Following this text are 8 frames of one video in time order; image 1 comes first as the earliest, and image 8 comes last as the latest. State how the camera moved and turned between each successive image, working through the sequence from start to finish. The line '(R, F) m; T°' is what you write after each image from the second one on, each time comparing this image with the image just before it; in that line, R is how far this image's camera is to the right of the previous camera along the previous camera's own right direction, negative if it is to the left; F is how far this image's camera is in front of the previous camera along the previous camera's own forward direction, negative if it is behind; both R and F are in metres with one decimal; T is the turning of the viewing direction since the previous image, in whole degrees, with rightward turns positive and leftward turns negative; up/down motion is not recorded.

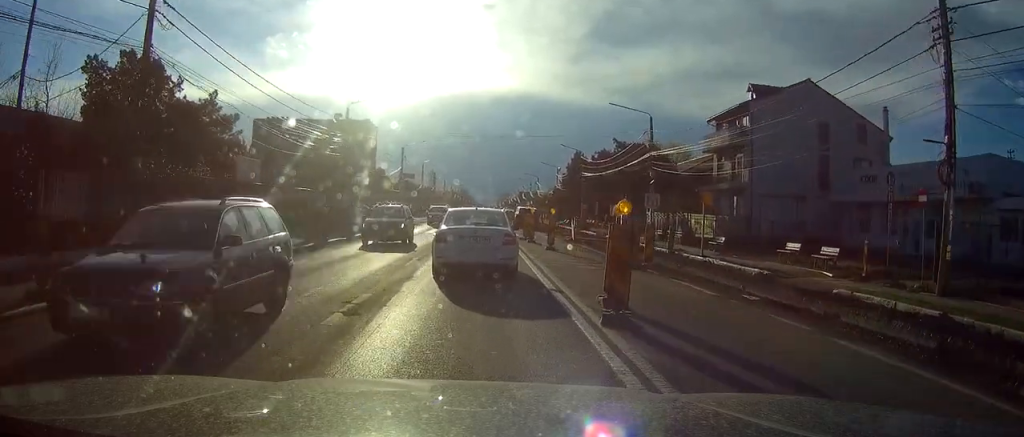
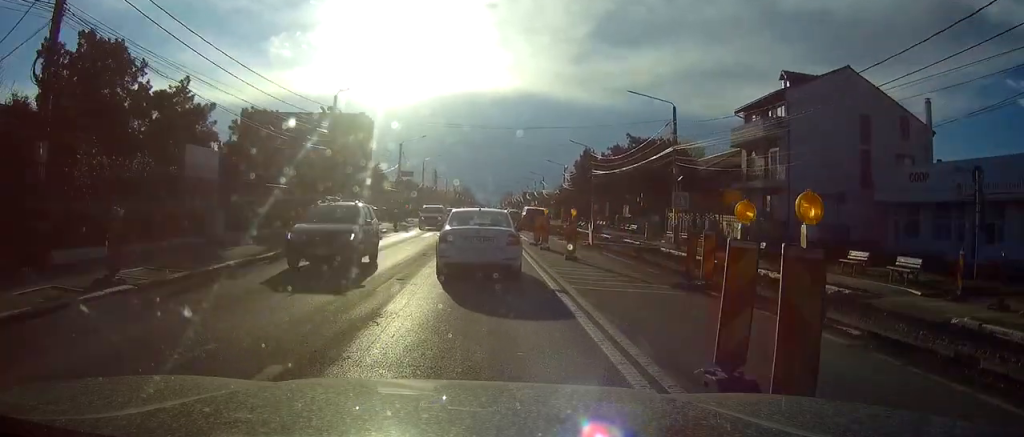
(0.0, +5.3) m; 0°
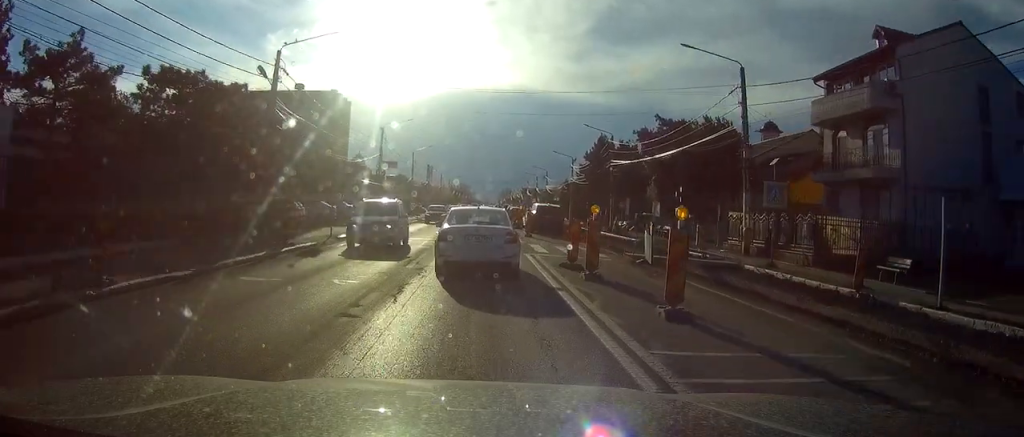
(0.0, +11.9) m; 0°
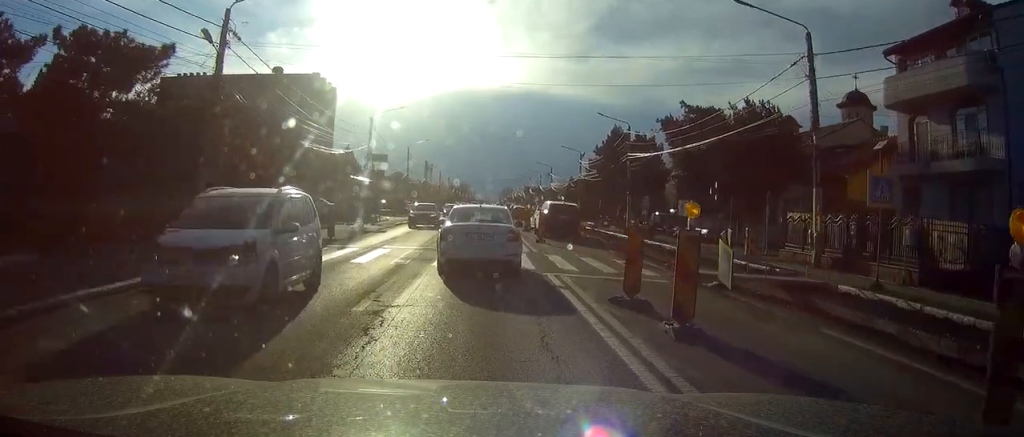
(0.0, +7.0) m; 0°
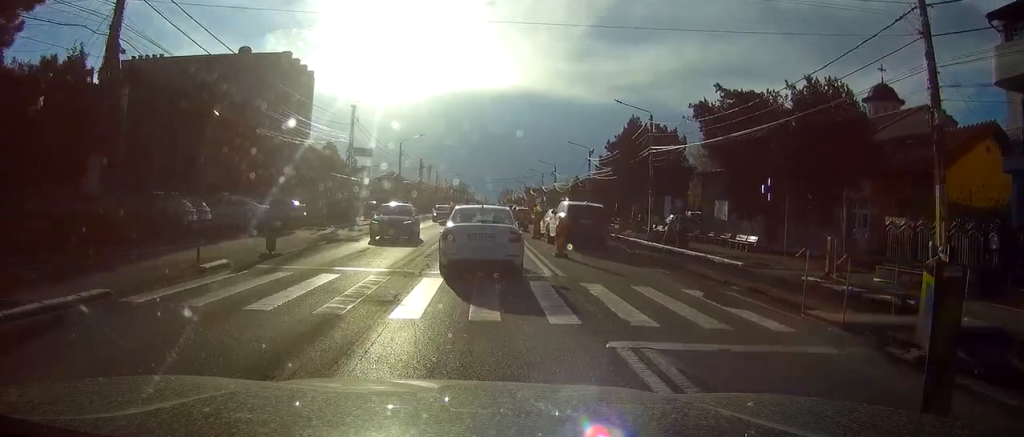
(-0.1, +7.8) m; 0°
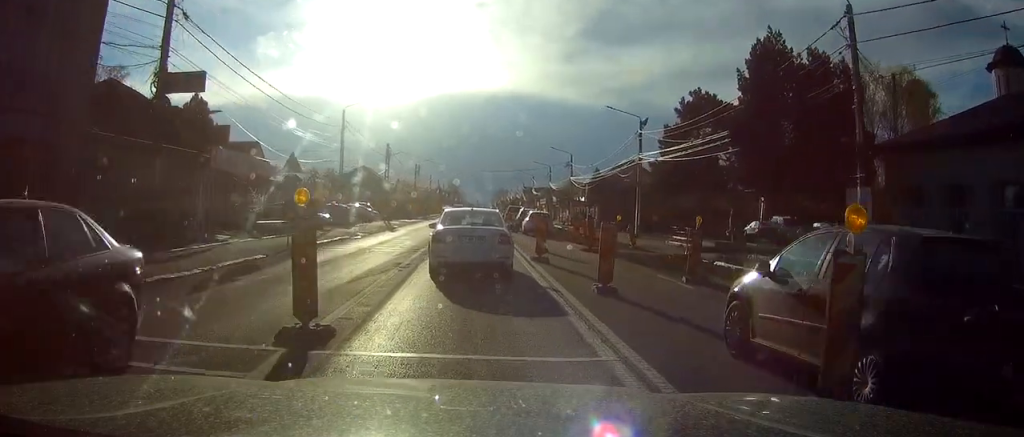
(+0.4, +29.4) m; +1°
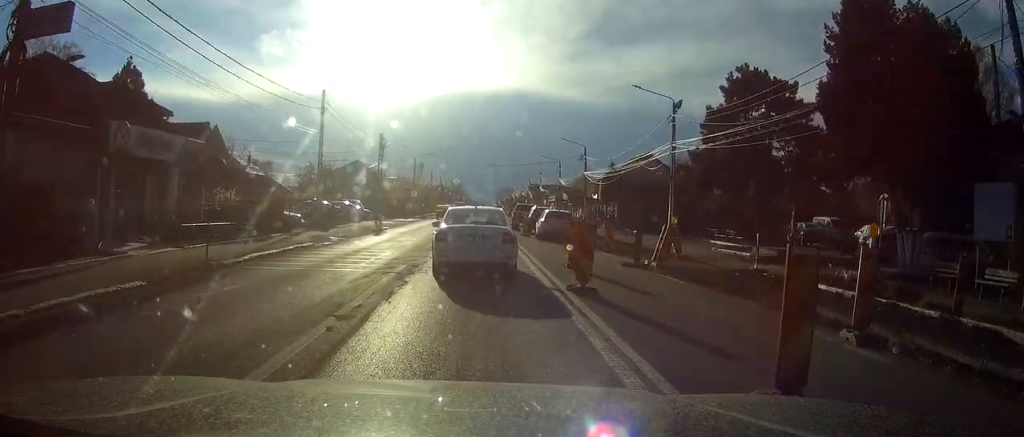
(0.0, +7.9) m; 0°
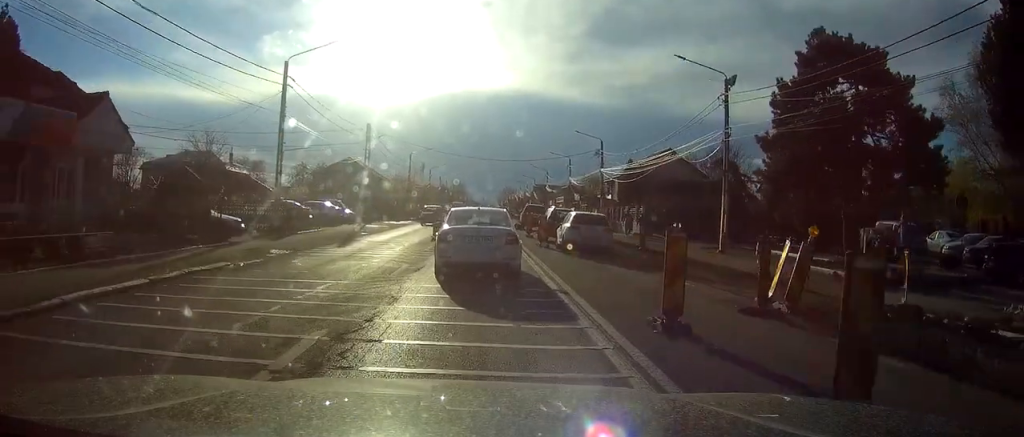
(0.0, +9.2) m; -1°
